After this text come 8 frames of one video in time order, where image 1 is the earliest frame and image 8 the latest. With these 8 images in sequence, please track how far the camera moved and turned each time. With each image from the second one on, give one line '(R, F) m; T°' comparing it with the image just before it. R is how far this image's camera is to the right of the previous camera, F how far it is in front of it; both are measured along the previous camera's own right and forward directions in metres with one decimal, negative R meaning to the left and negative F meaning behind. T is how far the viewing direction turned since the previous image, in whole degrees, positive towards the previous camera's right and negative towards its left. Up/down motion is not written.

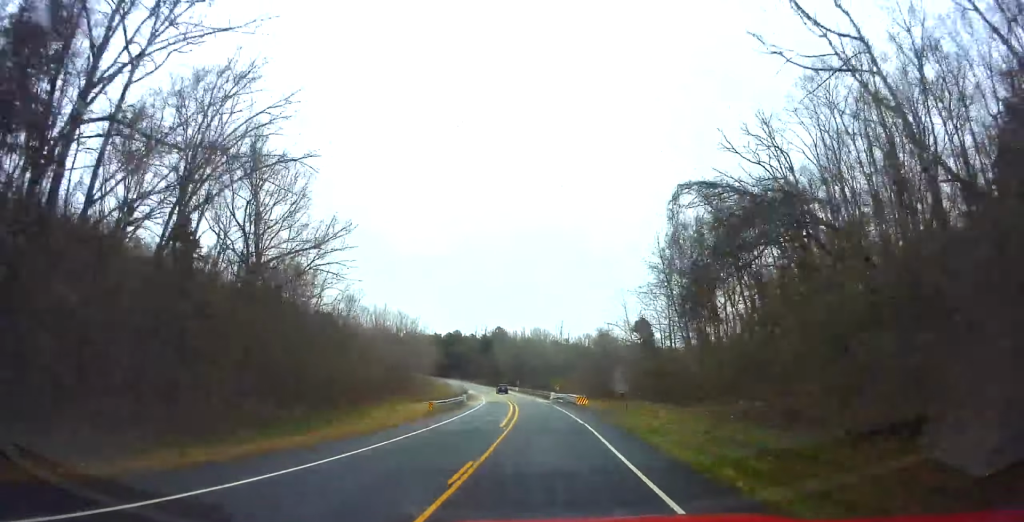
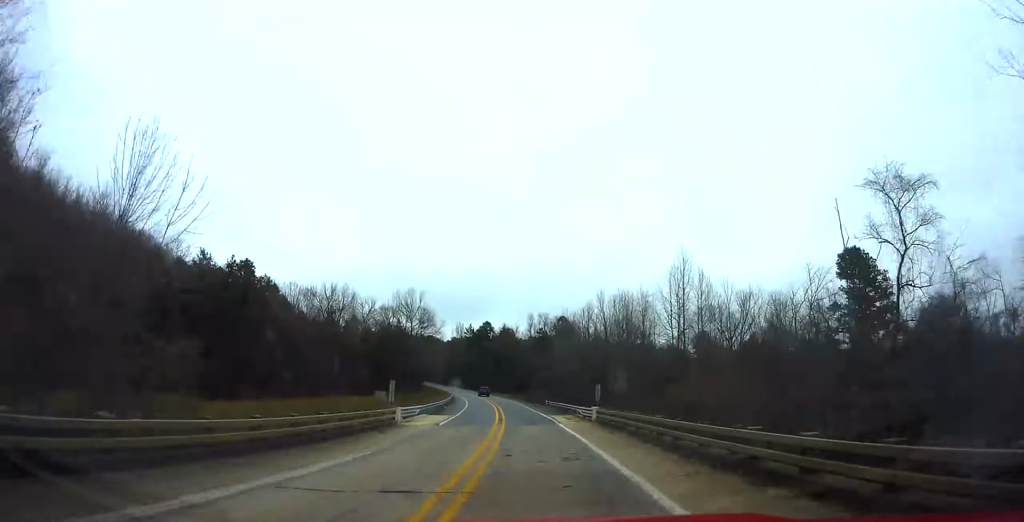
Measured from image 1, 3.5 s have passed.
(-3.3, +81.4) m; -7°
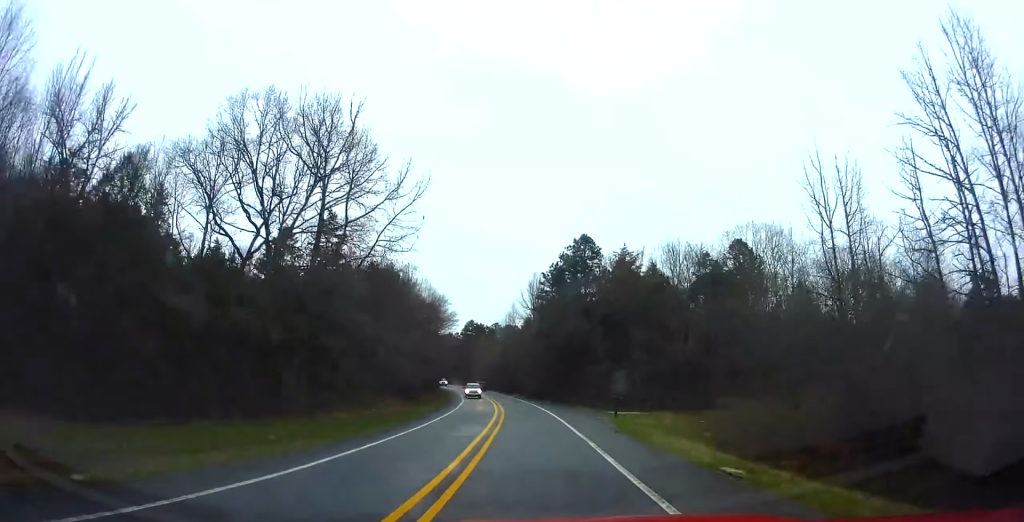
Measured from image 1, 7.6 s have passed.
(-8.0, +91.2) m; -11°
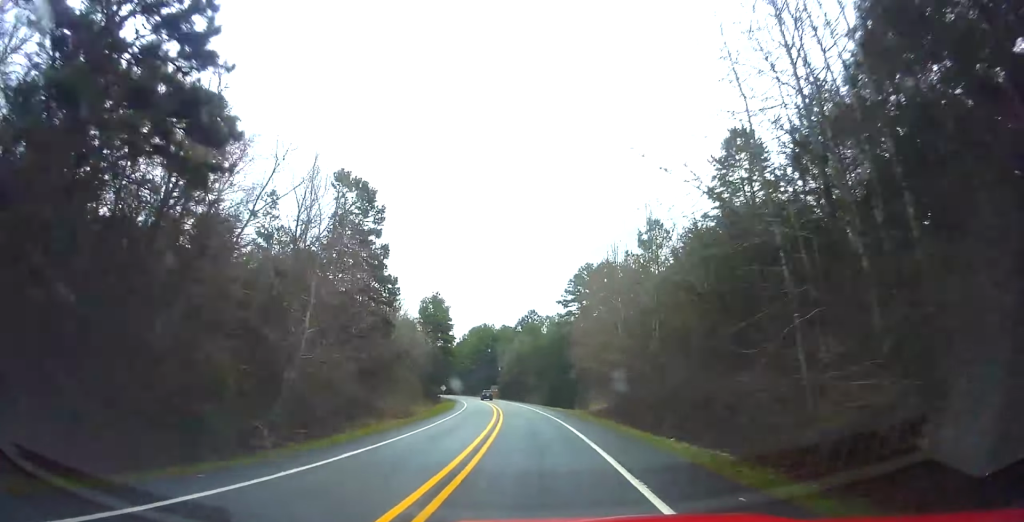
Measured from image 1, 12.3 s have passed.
(-10.8, +98.8) m; -12°
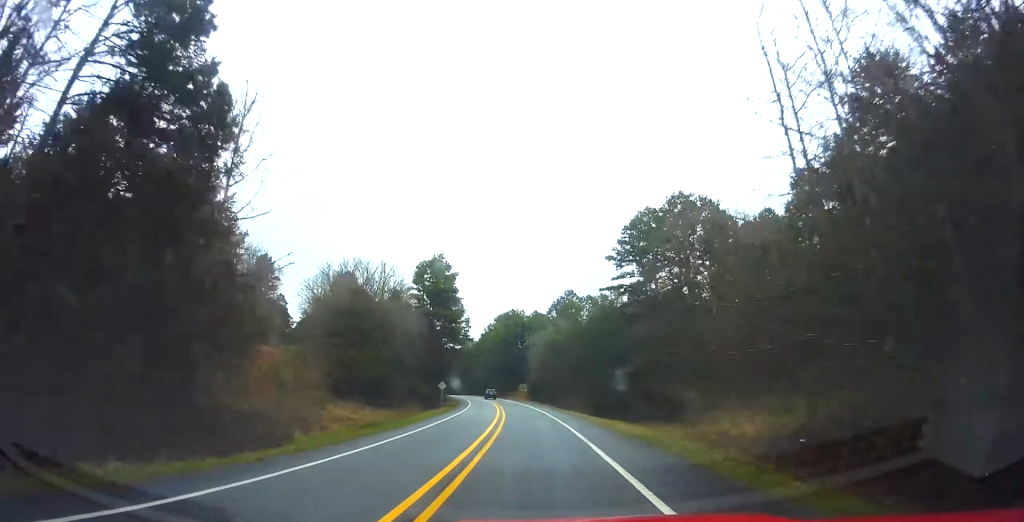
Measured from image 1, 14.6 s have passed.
(-1.6, +49.6) m; -6°
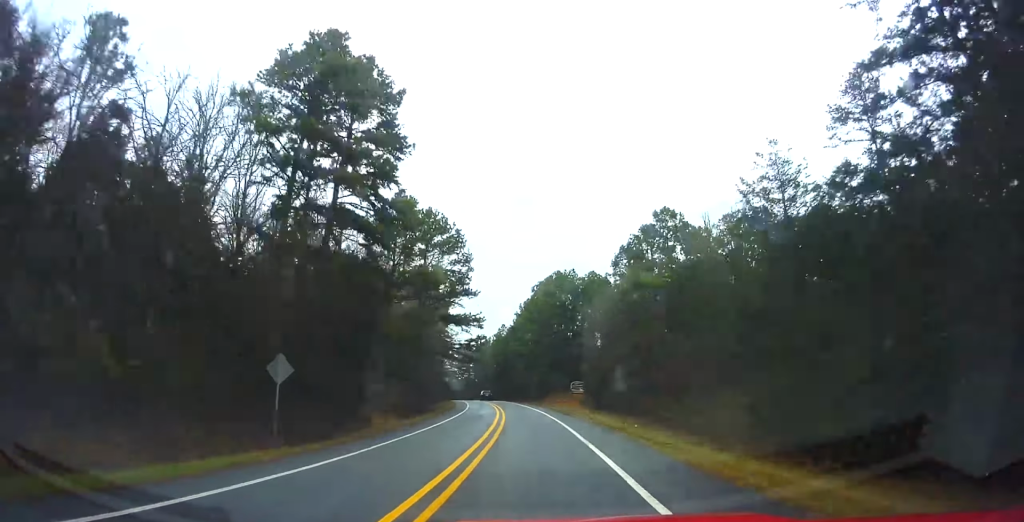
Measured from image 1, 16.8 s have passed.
(-2.9, +48.8) m; -6°
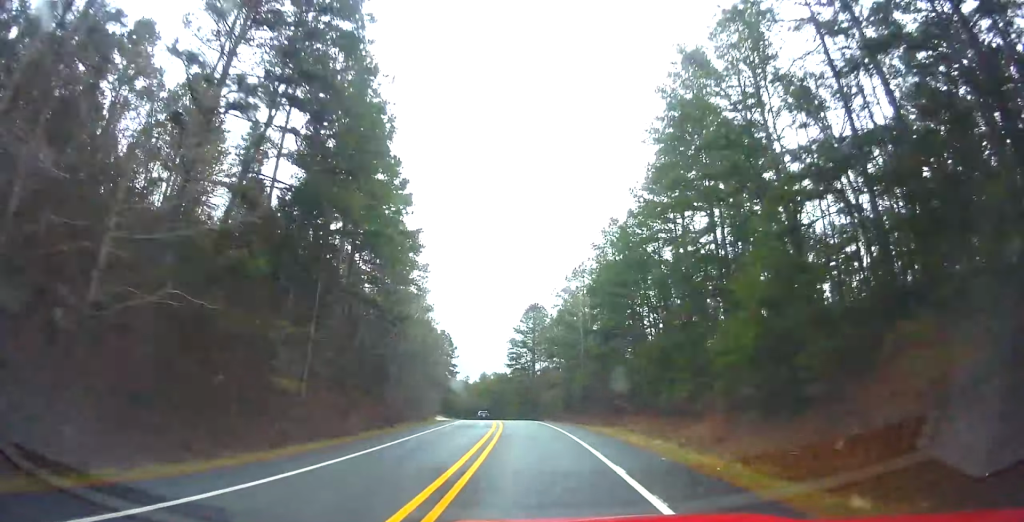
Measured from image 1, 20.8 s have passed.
(-8.1, +91.2) m; -10°
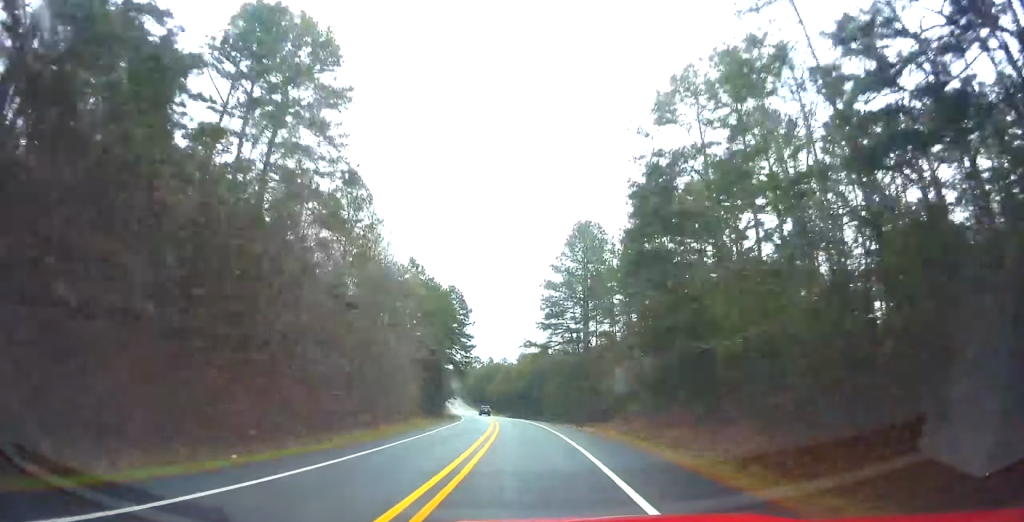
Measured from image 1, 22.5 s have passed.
(-1.0, +40.3) m; -5°
